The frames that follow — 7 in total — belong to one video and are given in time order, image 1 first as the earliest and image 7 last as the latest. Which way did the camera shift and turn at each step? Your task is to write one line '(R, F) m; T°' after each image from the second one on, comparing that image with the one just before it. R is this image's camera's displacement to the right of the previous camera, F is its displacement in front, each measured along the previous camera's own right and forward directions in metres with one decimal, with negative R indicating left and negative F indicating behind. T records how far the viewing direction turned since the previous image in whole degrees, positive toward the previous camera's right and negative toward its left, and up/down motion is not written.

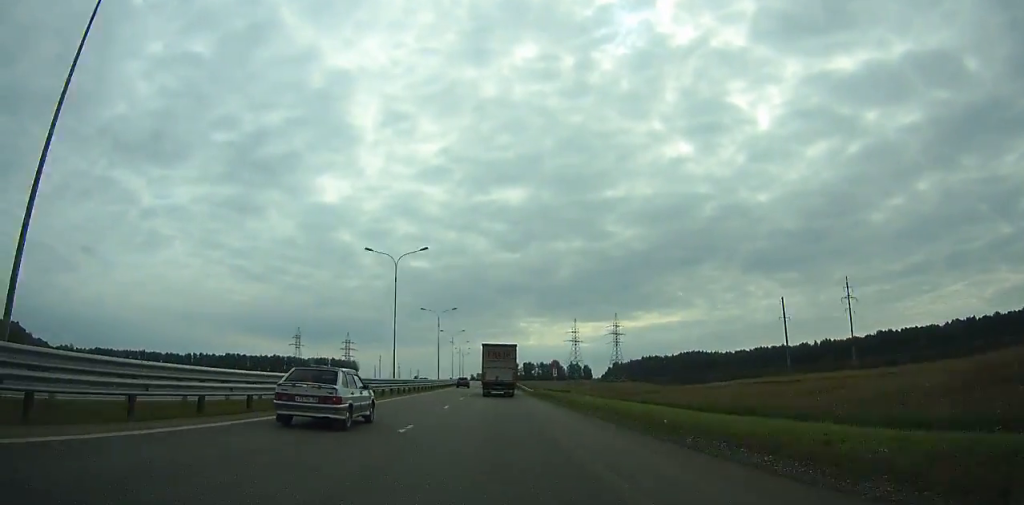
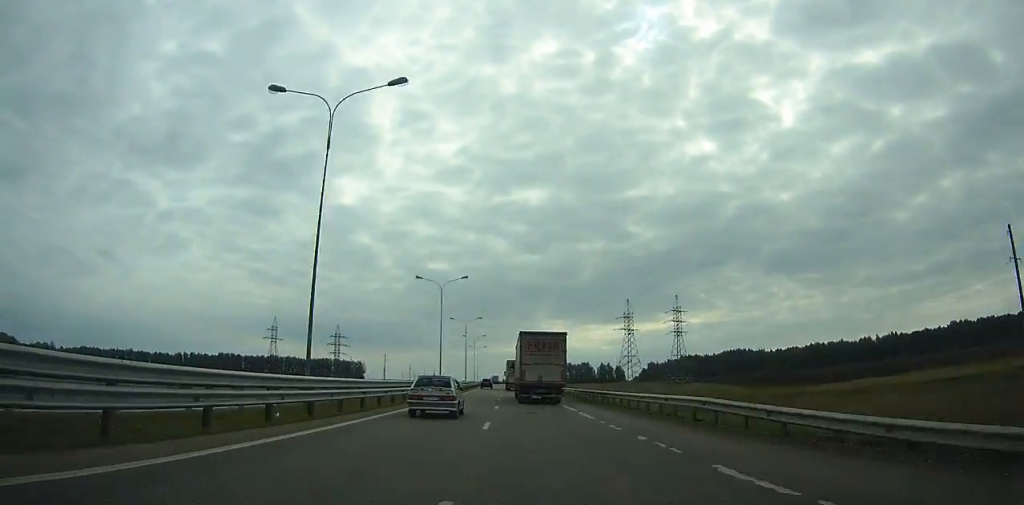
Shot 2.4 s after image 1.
(-0.8, +69.1) m; -1°
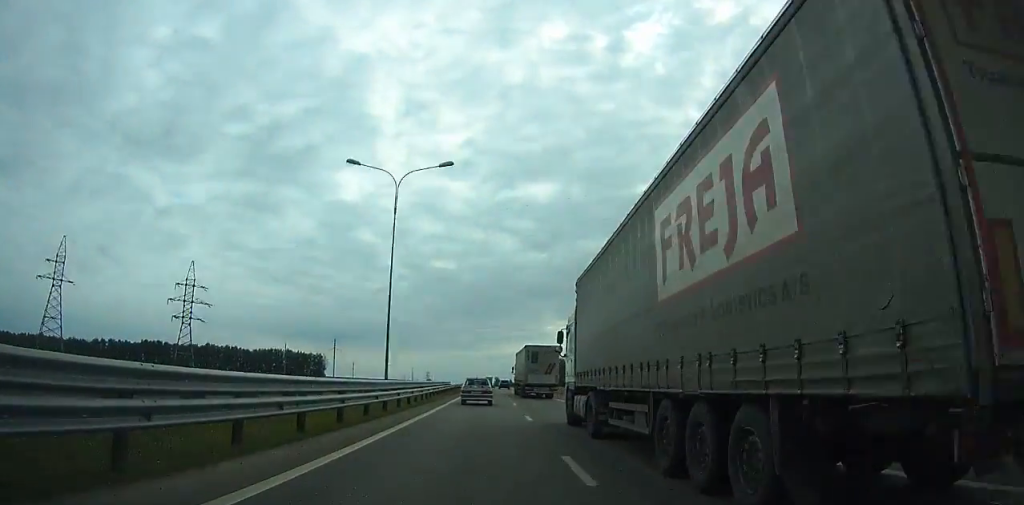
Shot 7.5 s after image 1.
(-2.1, +151.0) m; -1°
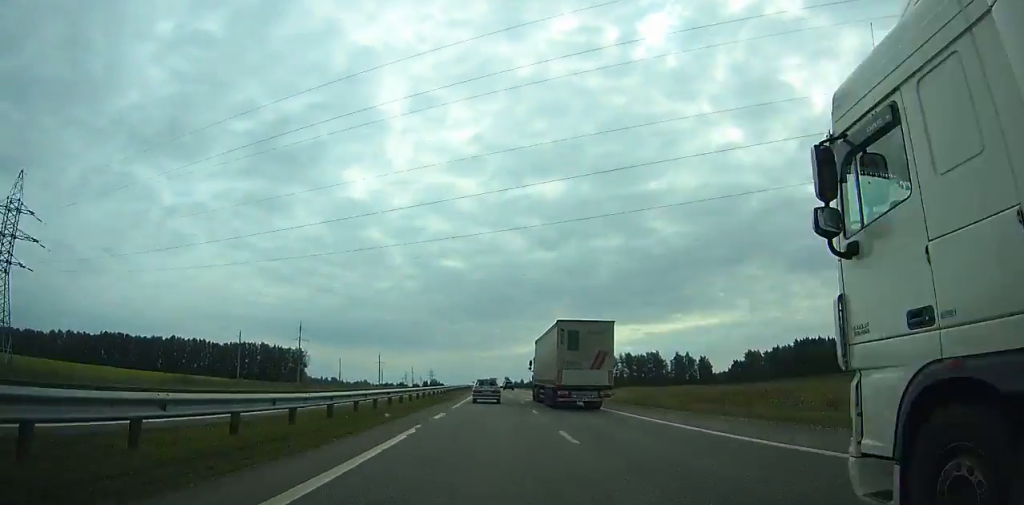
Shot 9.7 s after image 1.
(-0.4, +66.7) m; -1°
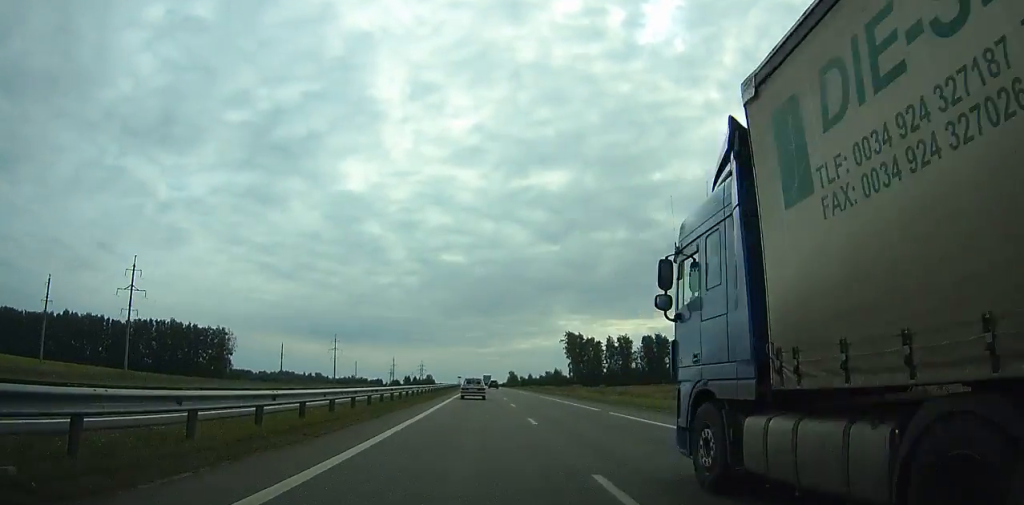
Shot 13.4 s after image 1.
(-0.9, +113.9) m; -1°
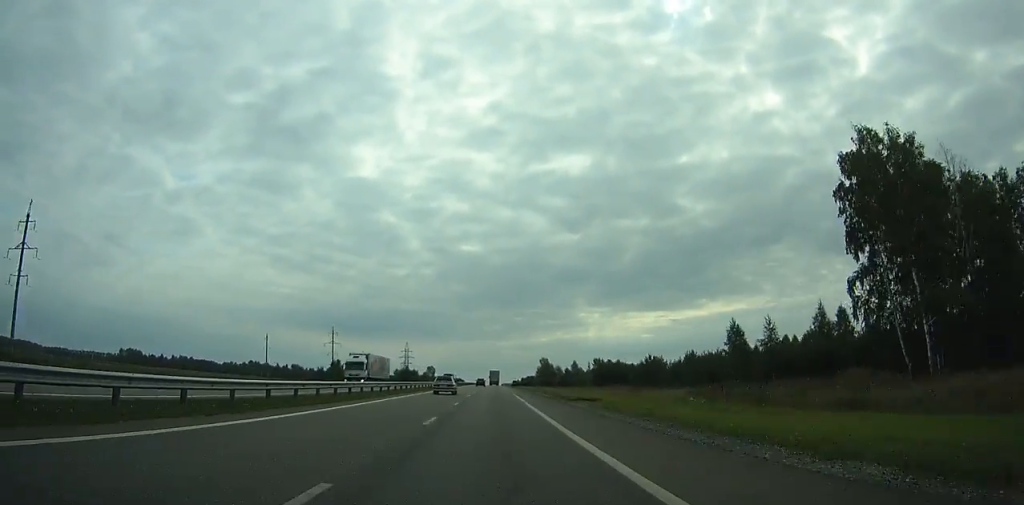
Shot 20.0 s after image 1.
(-2.0, +202.1) m; -1°
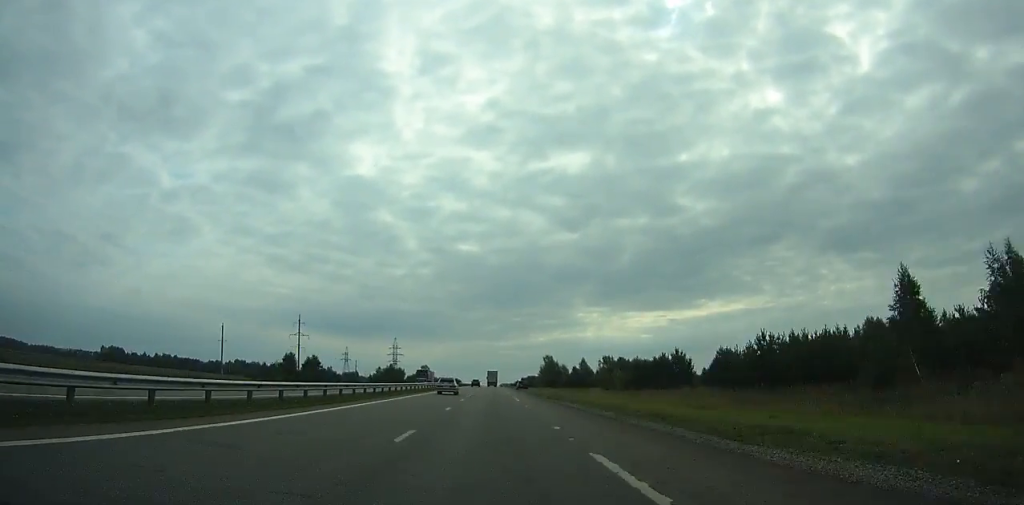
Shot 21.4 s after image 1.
(-0.1, +41.8) m; 0°
